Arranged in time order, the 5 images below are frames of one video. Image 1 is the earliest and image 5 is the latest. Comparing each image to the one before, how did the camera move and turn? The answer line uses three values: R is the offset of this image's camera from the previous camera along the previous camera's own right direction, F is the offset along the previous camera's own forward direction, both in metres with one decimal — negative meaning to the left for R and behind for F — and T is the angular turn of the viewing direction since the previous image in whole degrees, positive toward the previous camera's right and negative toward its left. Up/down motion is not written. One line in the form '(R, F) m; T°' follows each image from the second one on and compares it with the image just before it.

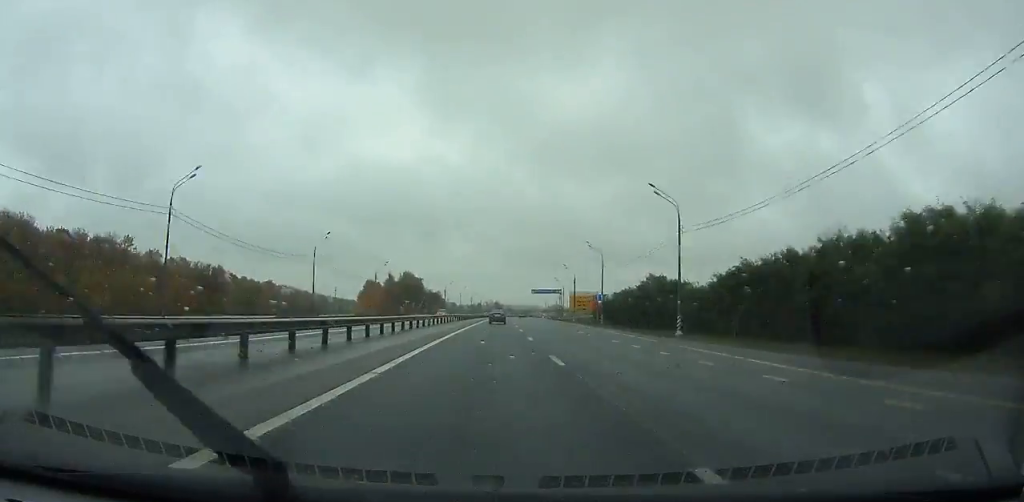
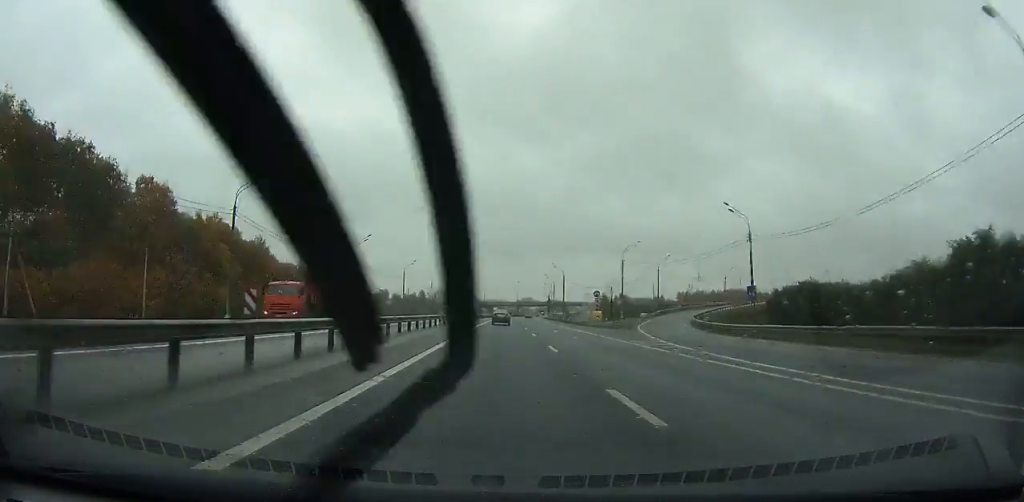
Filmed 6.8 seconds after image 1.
(+7.2, +211.0) m; +4°
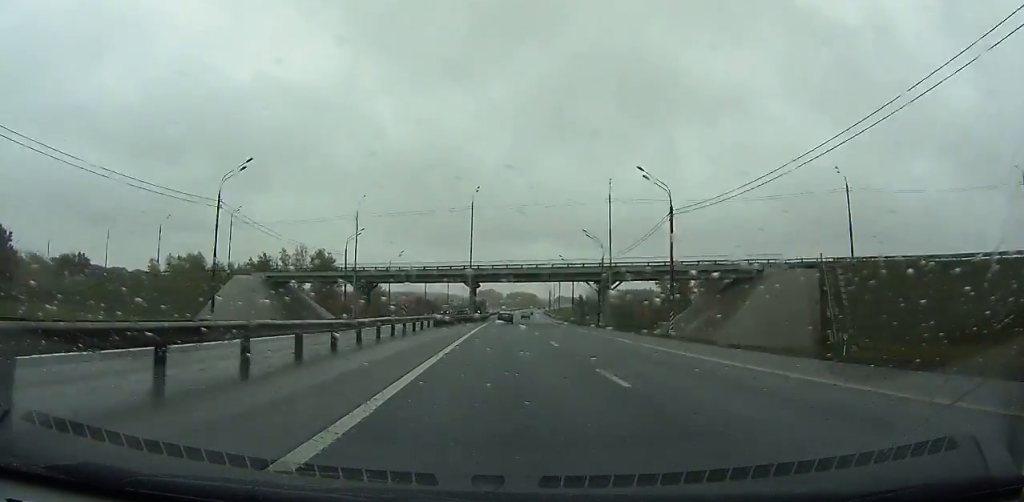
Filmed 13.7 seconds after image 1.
(+8.3, +214.4) m; +4°
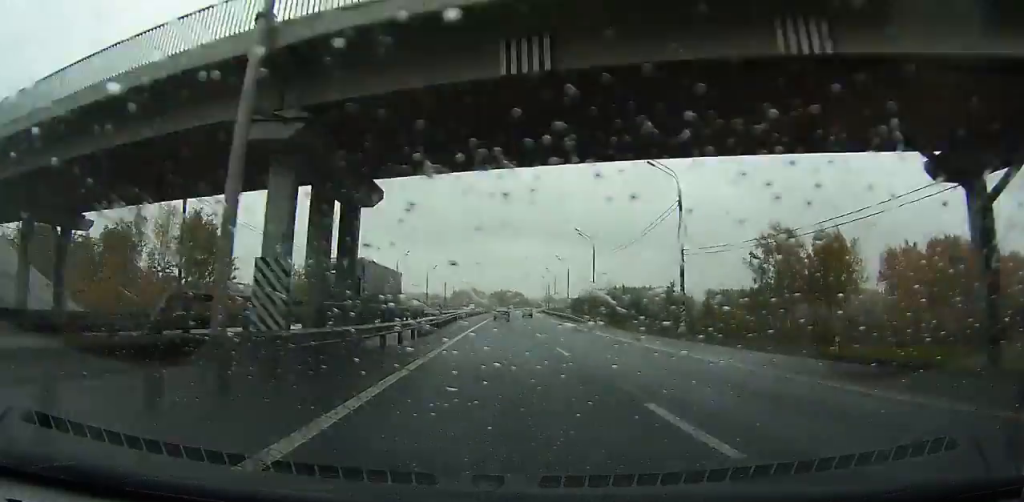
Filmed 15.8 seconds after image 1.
(+0.6, +65.8) m; +1°
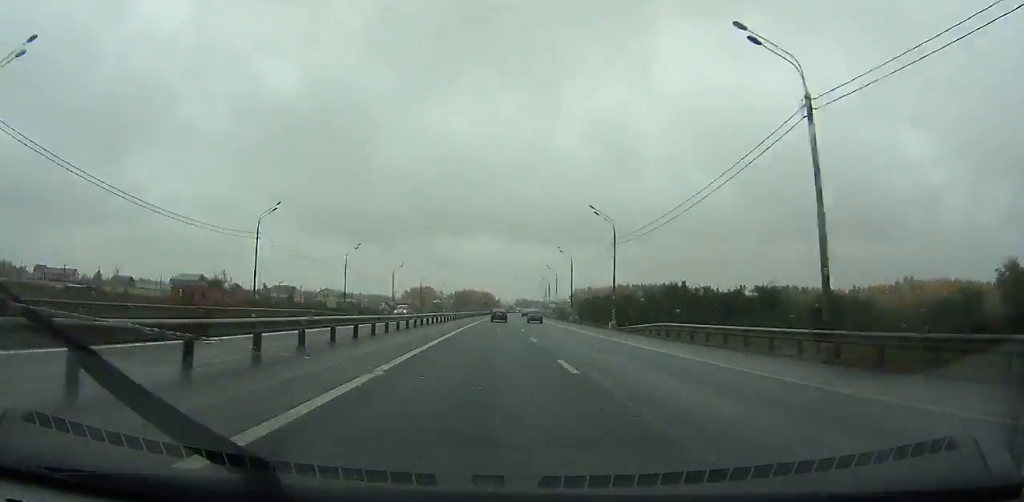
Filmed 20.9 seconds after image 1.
(+4.6, +160.9) m; +3°
